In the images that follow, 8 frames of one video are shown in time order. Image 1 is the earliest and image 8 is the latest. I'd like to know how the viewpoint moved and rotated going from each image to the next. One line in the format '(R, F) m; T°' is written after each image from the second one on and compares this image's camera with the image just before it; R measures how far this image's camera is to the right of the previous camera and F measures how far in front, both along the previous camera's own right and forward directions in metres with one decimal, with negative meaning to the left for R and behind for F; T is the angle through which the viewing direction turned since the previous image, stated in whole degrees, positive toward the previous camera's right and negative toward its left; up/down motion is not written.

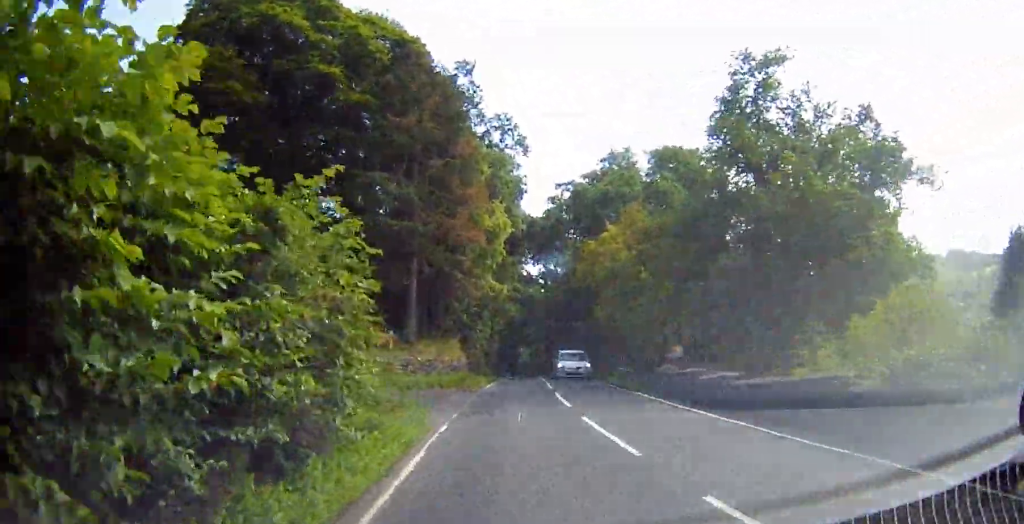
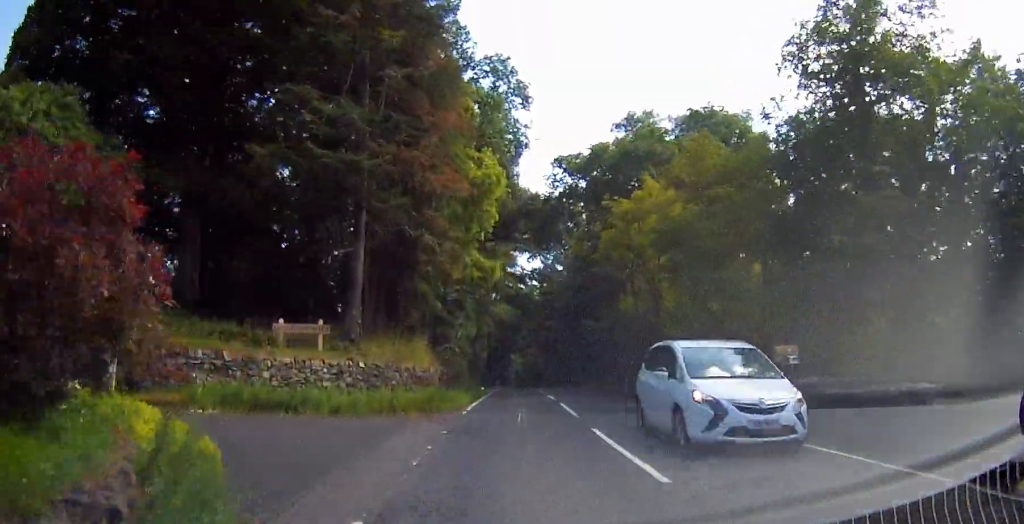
(+0.1, +10.9) m; +1°
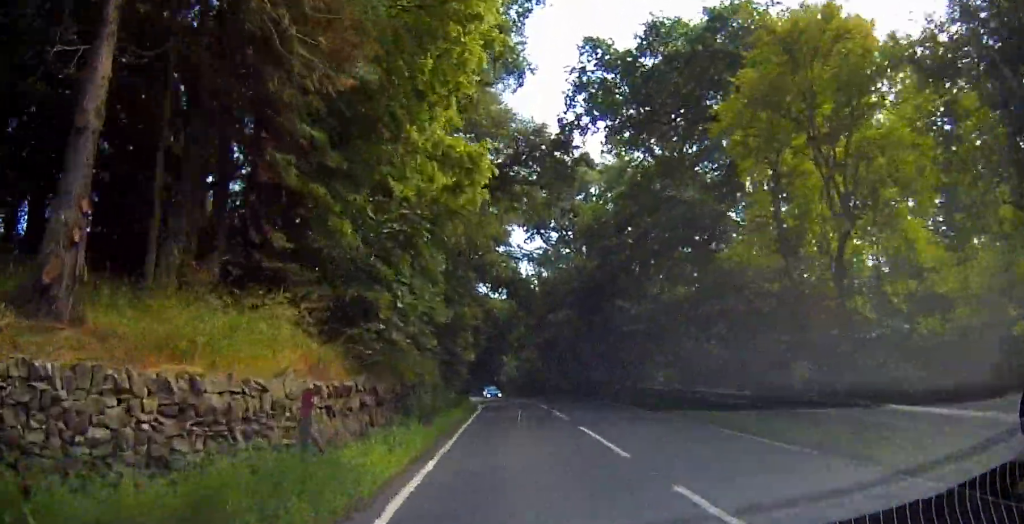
(+0.2, +14.4) m; +1°
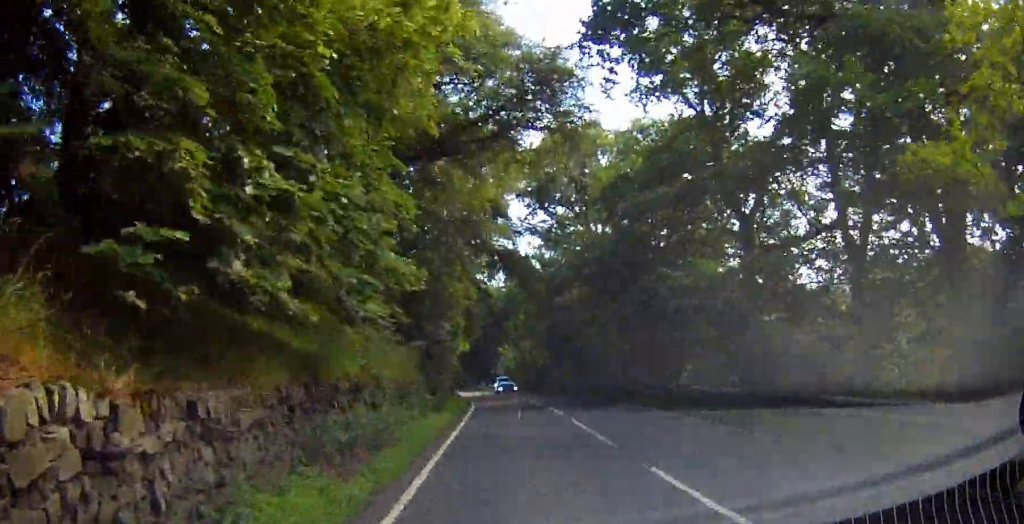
(-0.1, +7.7) m; +1°
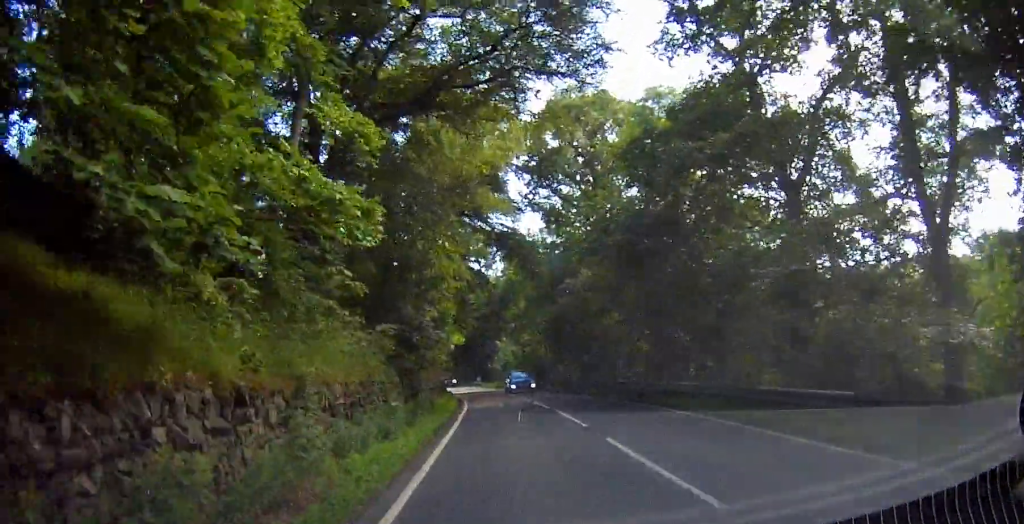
(+0.1, +5.5) m; +1°
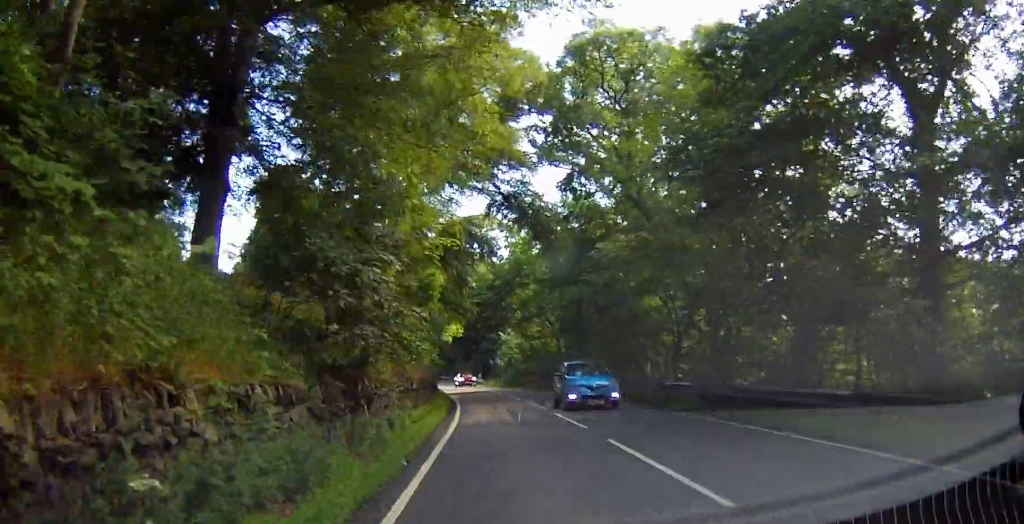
(+0.2, +9.2) m; +1°
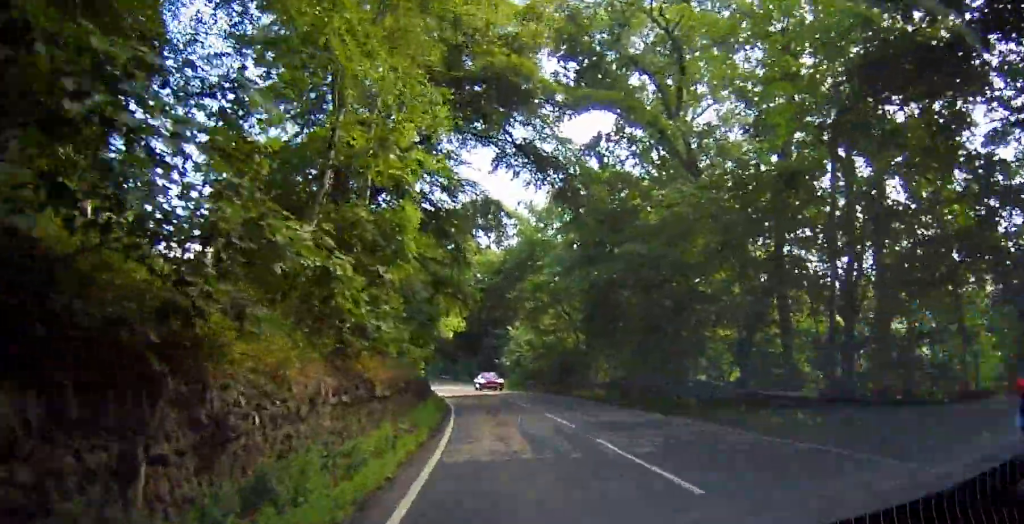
(+0.2, +7.8) m; -1°
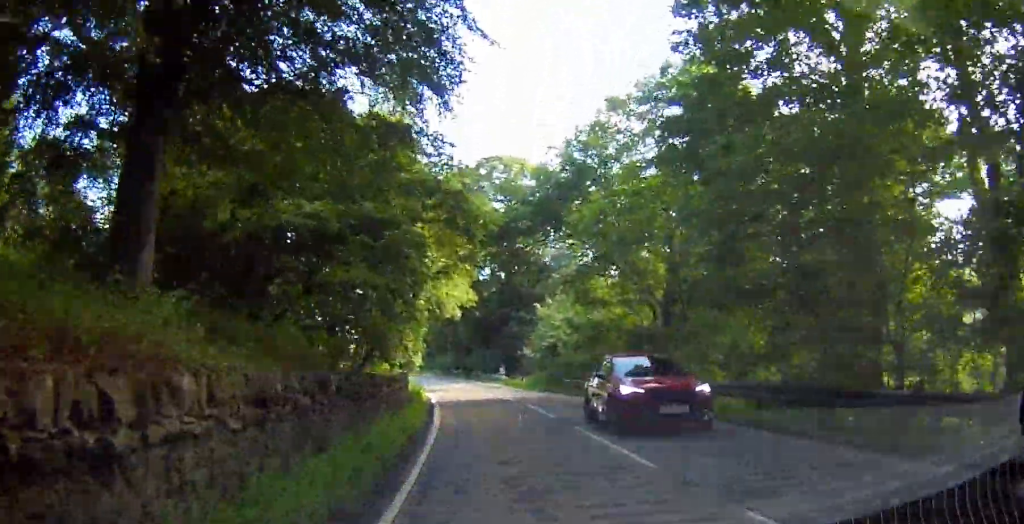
(-0.5, +14.8) m; -2°
